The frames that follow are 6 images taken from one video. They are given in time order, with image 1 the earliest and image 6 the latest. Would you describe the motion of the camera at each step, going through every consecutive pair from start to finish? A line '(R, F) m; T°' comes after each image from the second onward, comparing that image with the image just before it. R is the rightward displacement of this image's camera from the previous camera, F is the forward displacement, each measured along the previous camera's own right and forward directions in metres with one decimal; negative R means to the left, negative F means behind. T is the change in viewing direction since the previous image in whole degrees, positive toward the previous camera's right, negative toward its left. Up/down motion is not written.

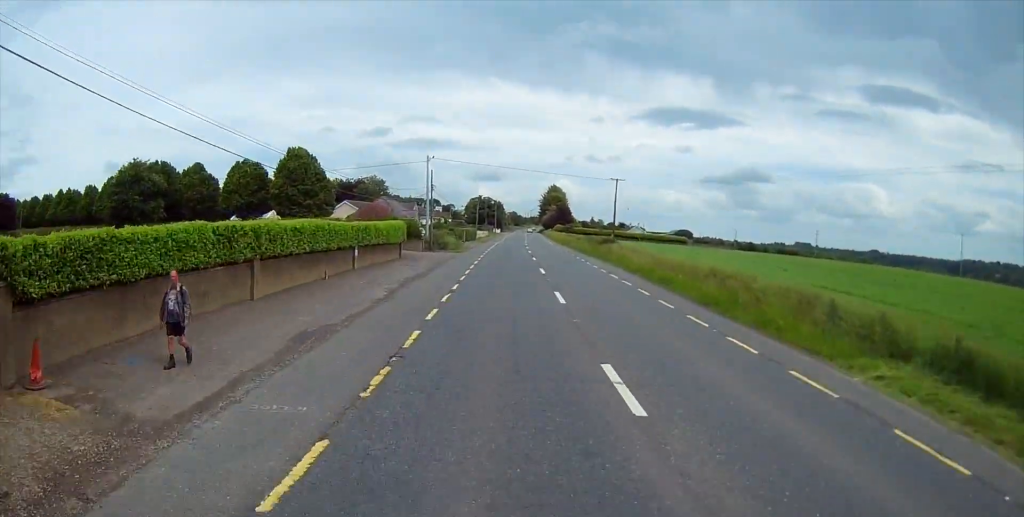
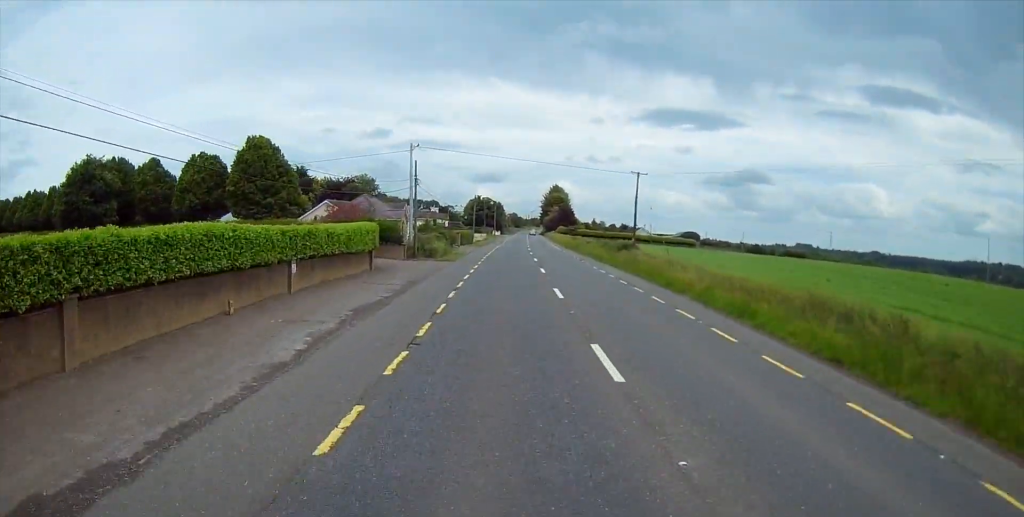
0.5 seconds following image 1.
(0.0, +10.0) m; 0°
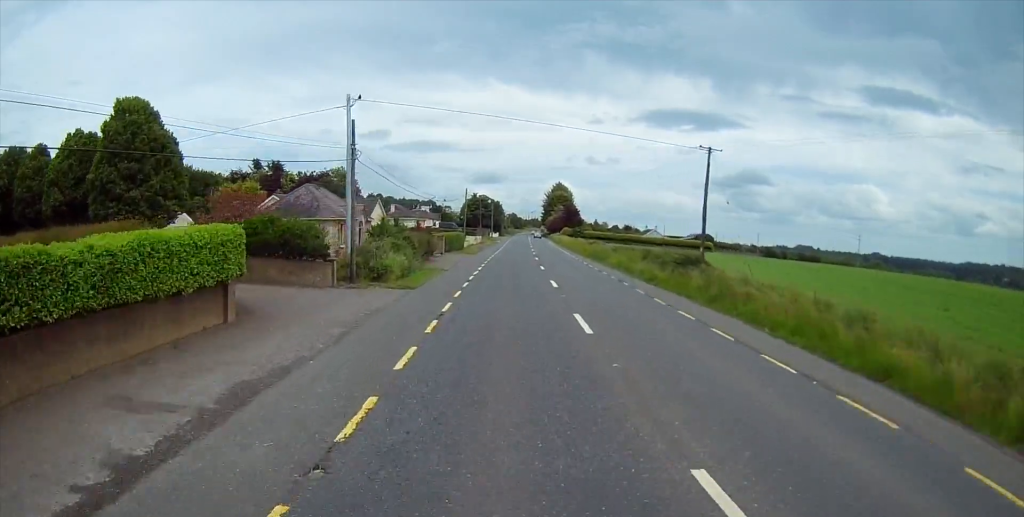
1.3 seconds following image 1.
(-0.2, +18.7) m; -1°
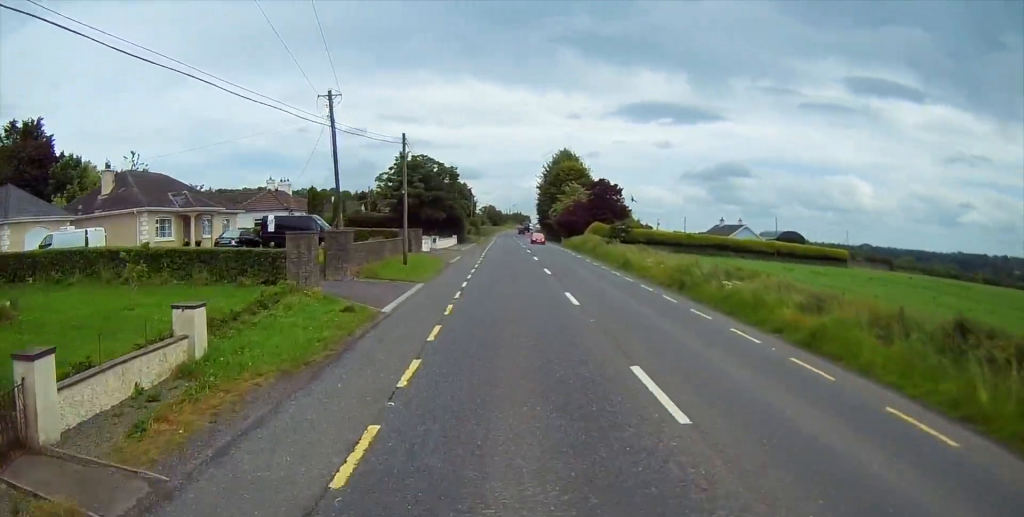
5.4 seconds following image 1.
(+2.7, +90.9) m; +2°
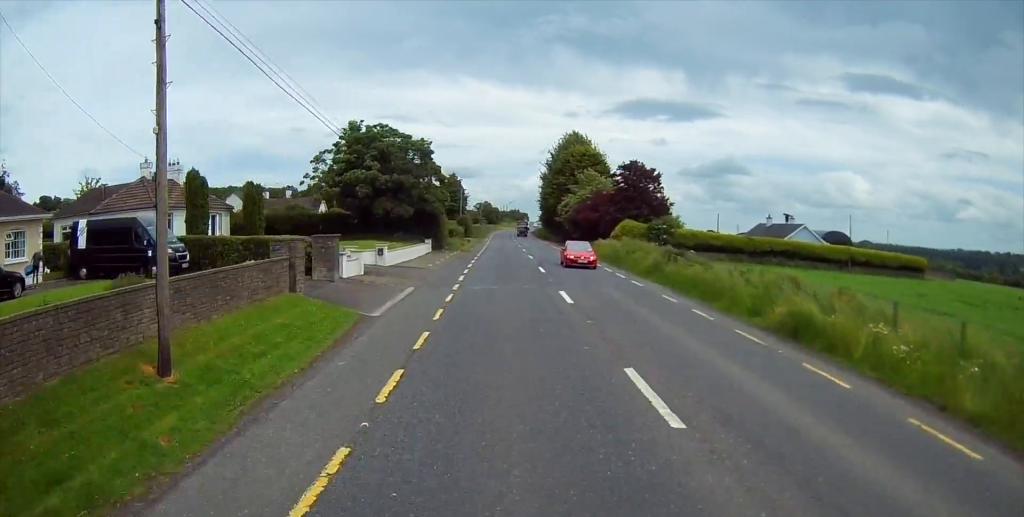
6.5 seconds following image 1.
(+0.4, +24.3) m; +1°
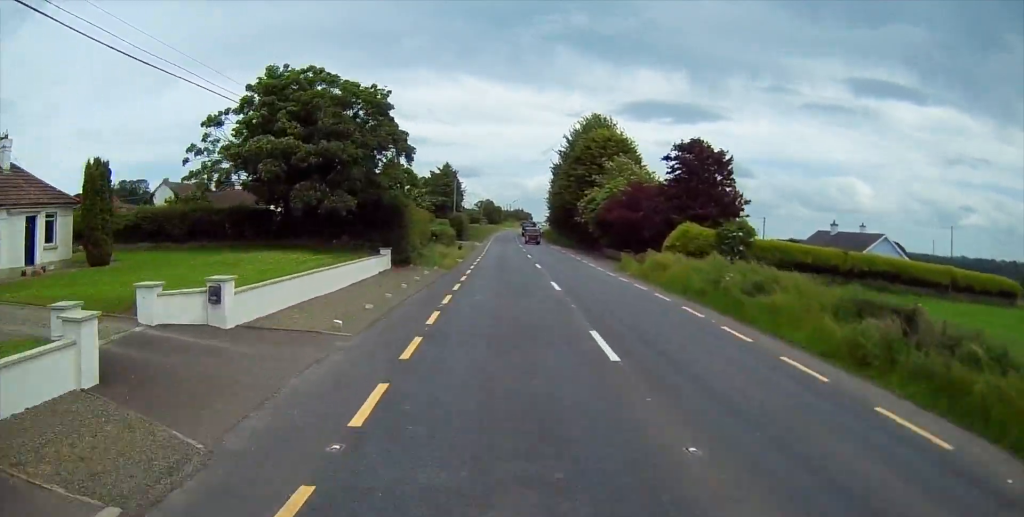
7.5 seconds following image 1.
(0.0, +20.5) m; 0°
